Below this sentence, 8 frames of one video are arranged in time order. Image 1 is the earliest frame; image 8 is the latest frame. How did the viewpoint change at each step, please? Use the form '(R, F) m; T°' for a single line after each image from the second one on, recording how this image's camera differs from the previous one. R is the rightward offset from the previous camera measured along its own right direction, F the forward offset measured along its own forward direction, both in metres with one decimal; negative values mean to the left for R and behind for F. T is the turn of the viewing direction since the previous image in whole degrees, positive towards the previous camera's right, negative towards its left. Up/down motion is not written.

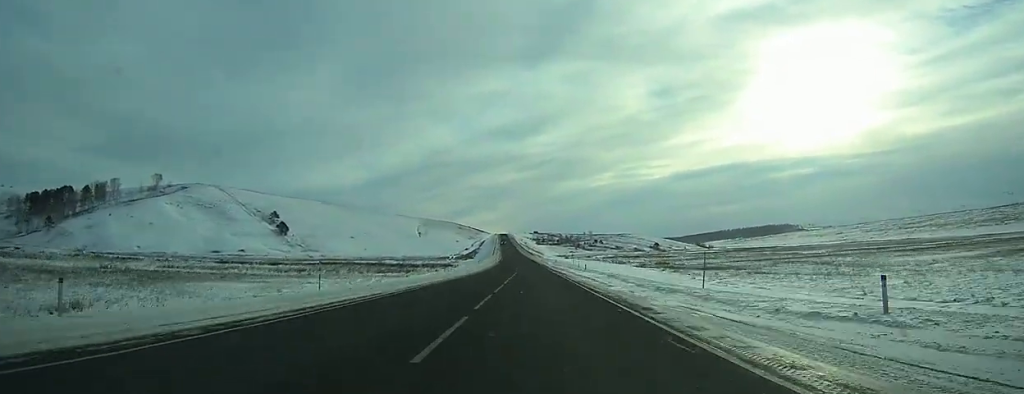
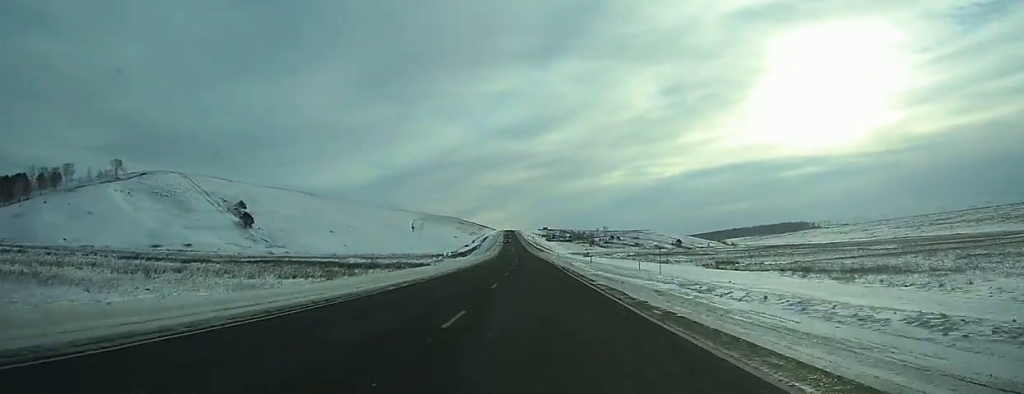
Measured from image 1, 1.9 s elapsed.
(-0.4, +56.3) m; -1°
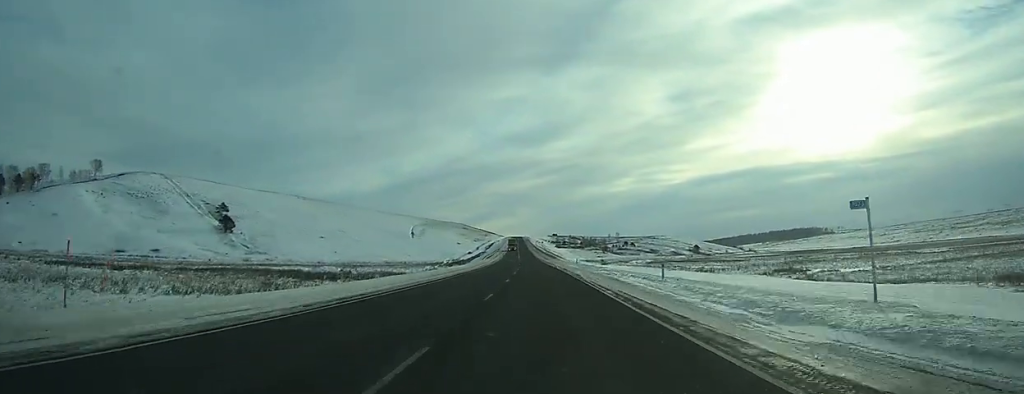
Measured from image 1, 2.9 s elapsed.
(0.0, +29.1) m; -1°
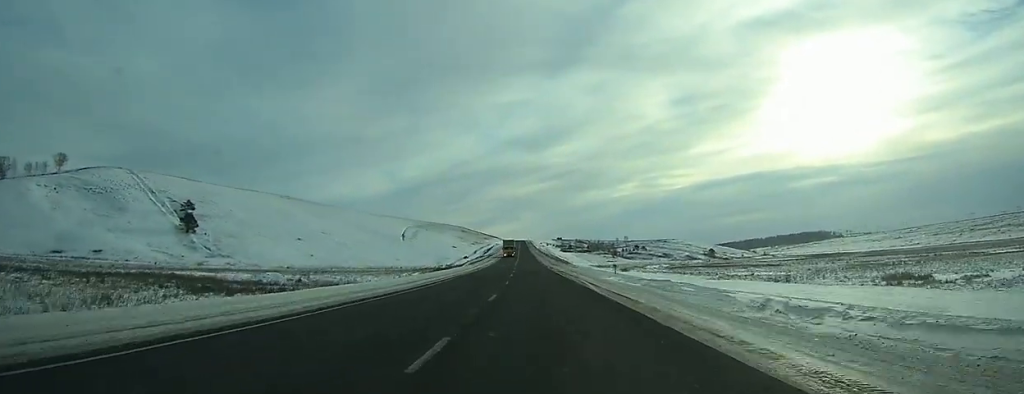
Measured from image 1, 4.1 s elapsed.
(-0.5, +34.8) m; -1°
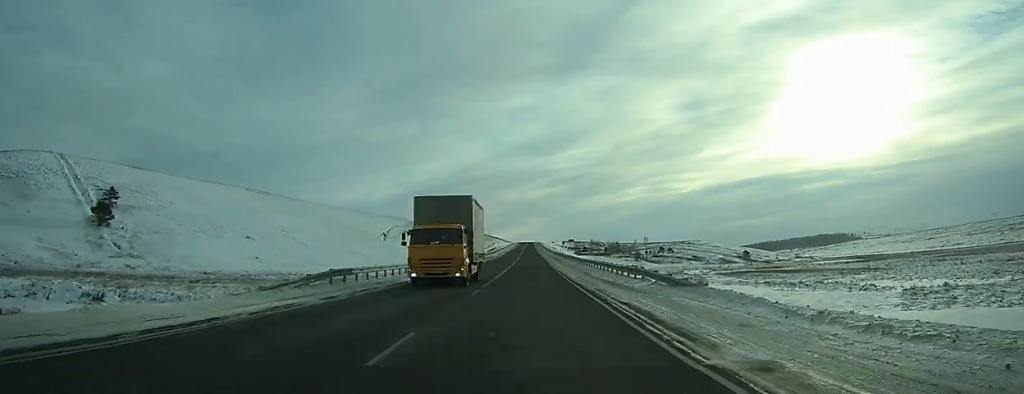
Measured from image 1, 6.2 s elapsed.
(-0.6, +59.7) m; -1°
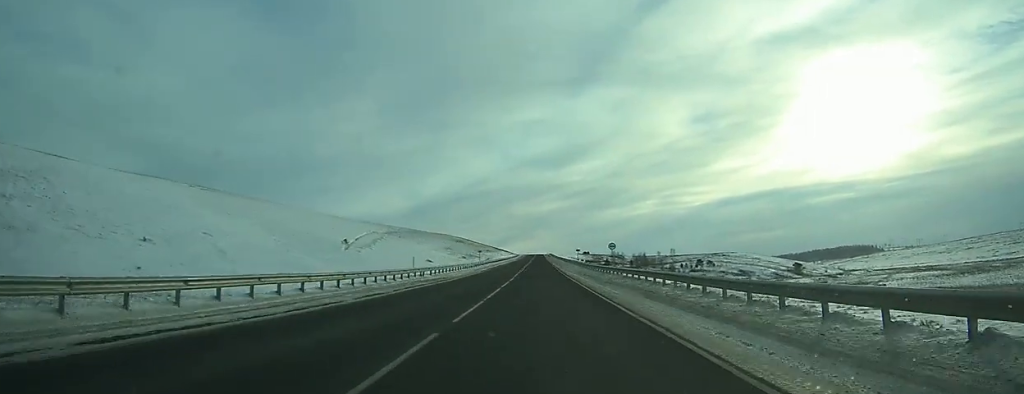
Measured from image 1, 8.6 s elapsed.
(-0.5, +68.5) m; -1°
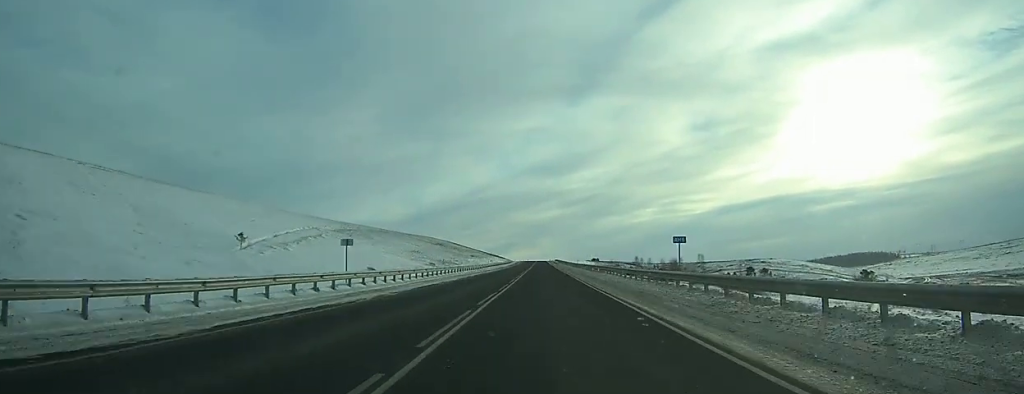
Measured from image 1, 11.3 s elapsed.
(-0.3, +76.2) m; 0°
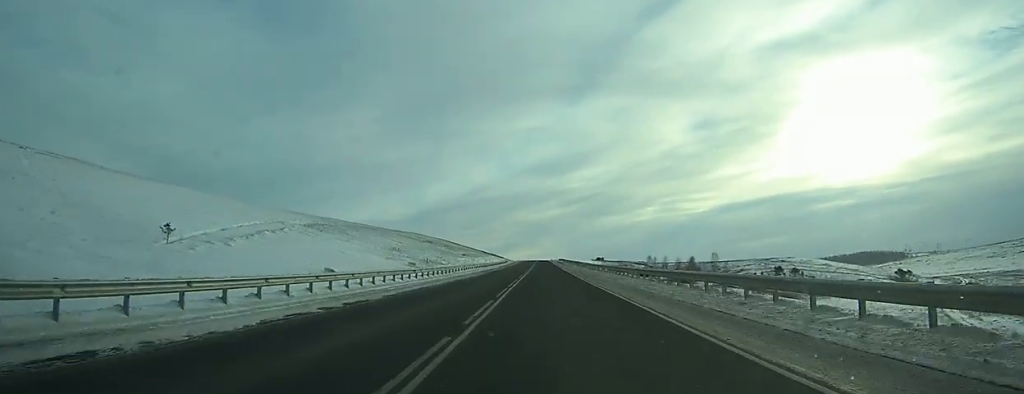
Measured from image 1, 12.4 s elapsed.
(0.0, +29.2) m; 0°
